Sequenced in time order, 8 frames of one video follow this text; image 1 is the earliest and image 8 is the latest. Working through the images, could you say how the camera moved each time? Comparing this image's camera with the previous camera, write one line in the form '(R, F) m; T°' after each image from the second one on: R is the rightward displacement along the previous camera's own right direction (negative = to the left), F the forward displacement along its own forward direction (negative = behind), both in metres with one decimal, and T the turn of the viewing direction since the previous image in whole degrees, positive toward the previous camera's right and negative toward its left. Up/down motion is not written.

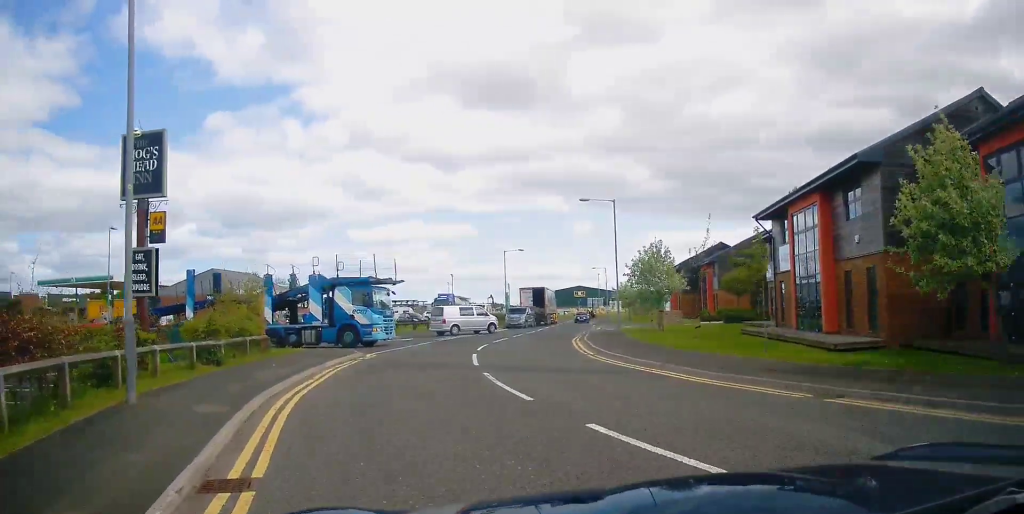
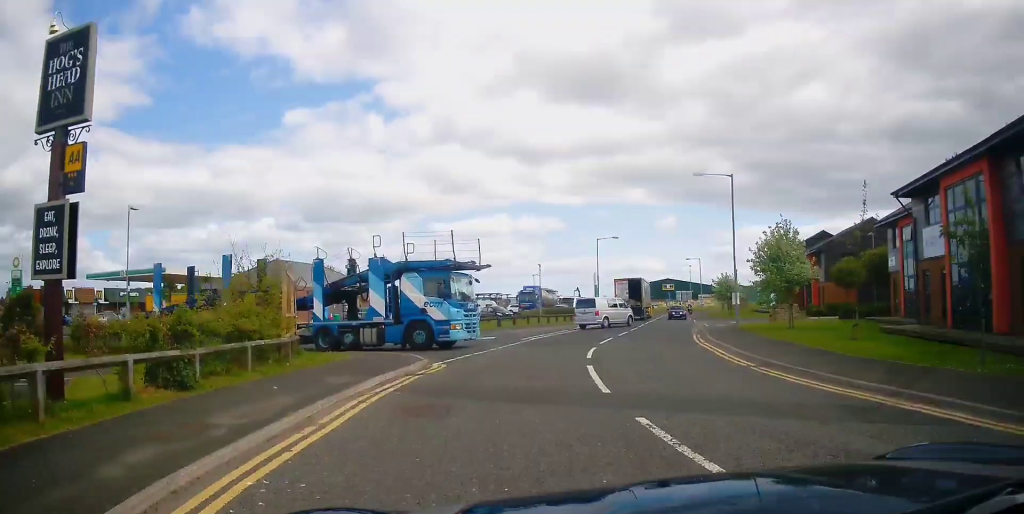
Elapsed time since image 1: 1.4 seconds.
(-0.8, +5.1) m; -9°
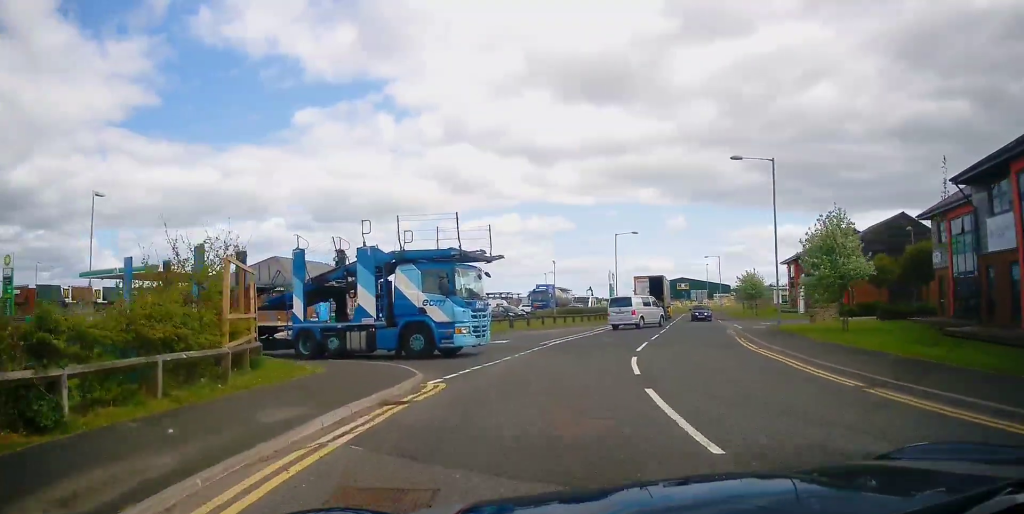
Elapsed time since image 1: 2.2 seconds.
(+0.2, +3.9) m; +3°
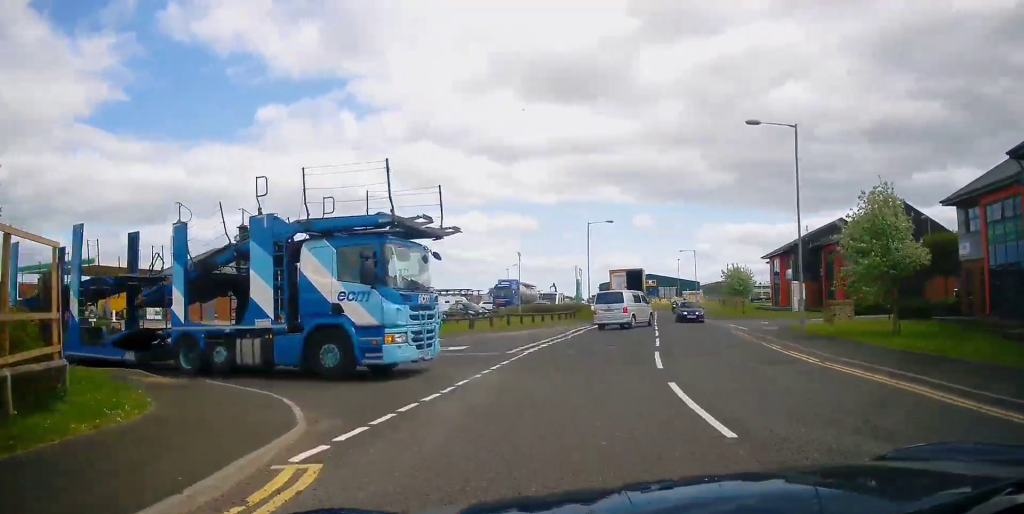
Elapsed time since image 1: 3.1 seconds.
(+0.1, +5.4) m; +6°
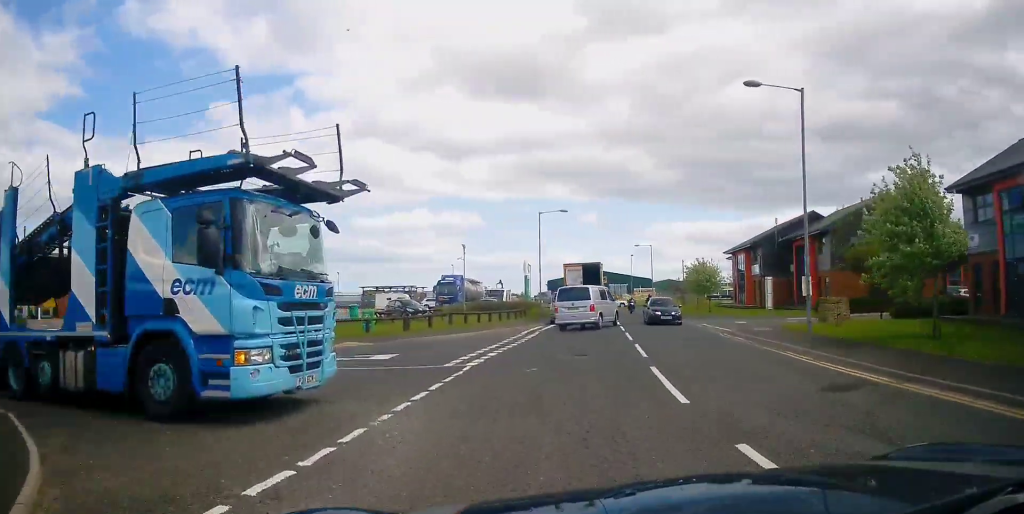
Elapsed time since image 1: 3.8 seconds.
(+0.2, +4.2) m; +5°
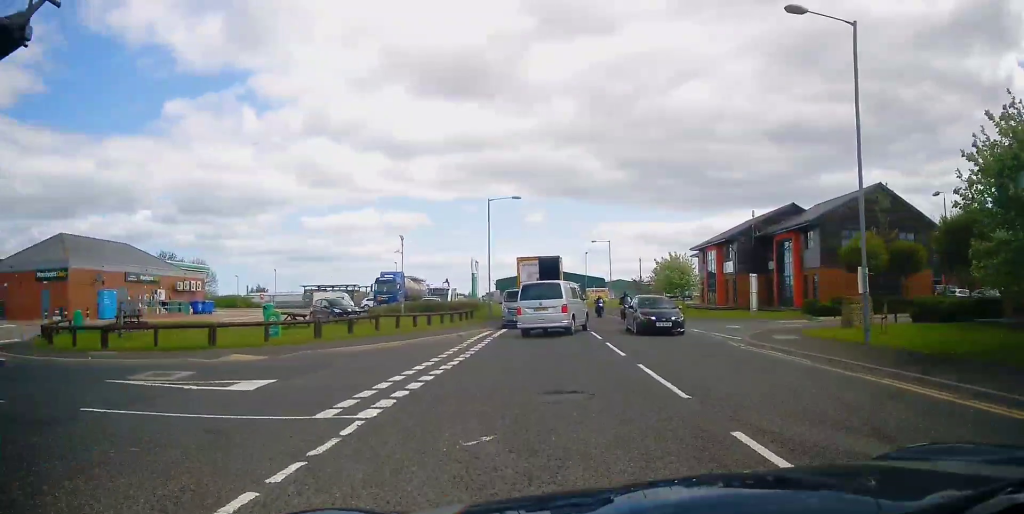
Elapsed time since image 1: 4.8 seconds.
(+0.4, +5.6) m; +4°
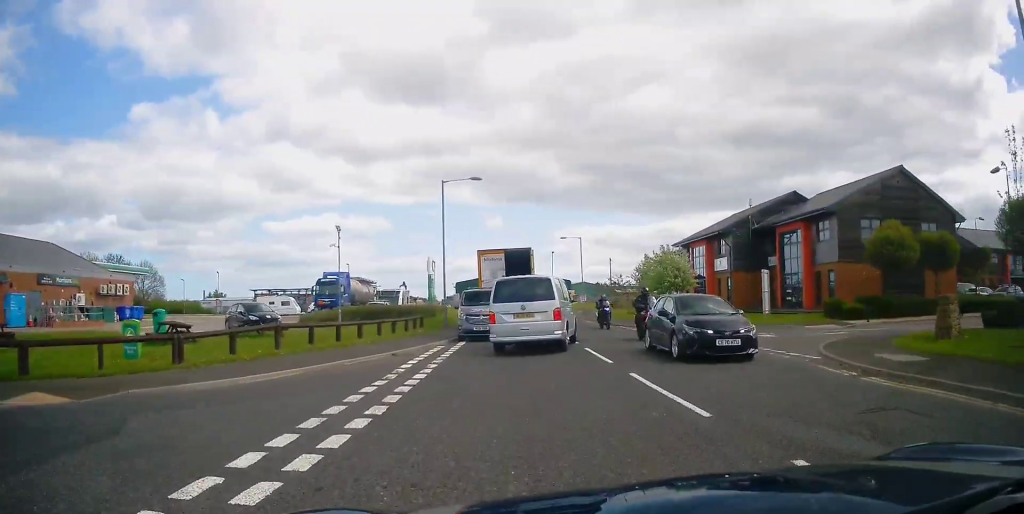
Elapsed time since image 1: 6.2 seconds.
(-0.1, +7.1) m; +1°
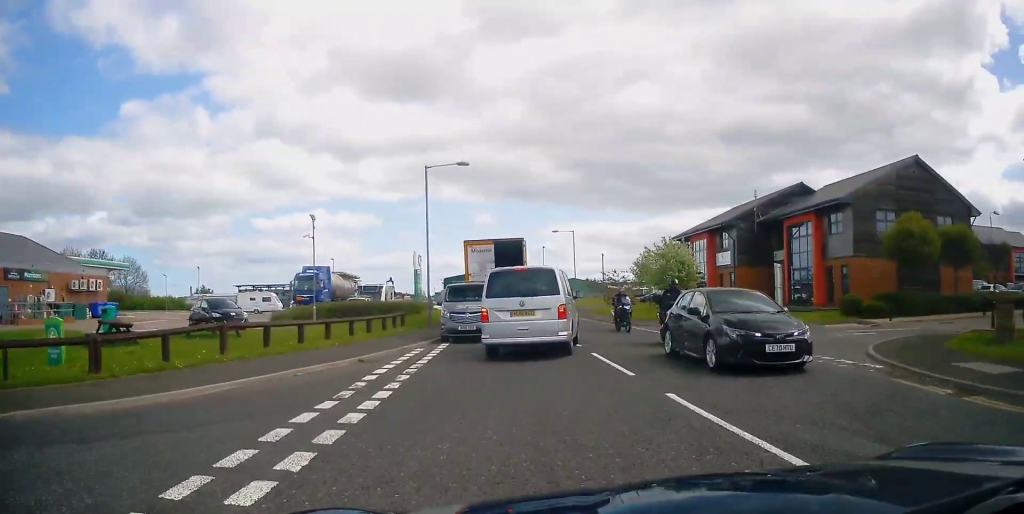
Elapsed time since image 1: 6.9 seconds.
(+0.1, +2.8) m; +2°
